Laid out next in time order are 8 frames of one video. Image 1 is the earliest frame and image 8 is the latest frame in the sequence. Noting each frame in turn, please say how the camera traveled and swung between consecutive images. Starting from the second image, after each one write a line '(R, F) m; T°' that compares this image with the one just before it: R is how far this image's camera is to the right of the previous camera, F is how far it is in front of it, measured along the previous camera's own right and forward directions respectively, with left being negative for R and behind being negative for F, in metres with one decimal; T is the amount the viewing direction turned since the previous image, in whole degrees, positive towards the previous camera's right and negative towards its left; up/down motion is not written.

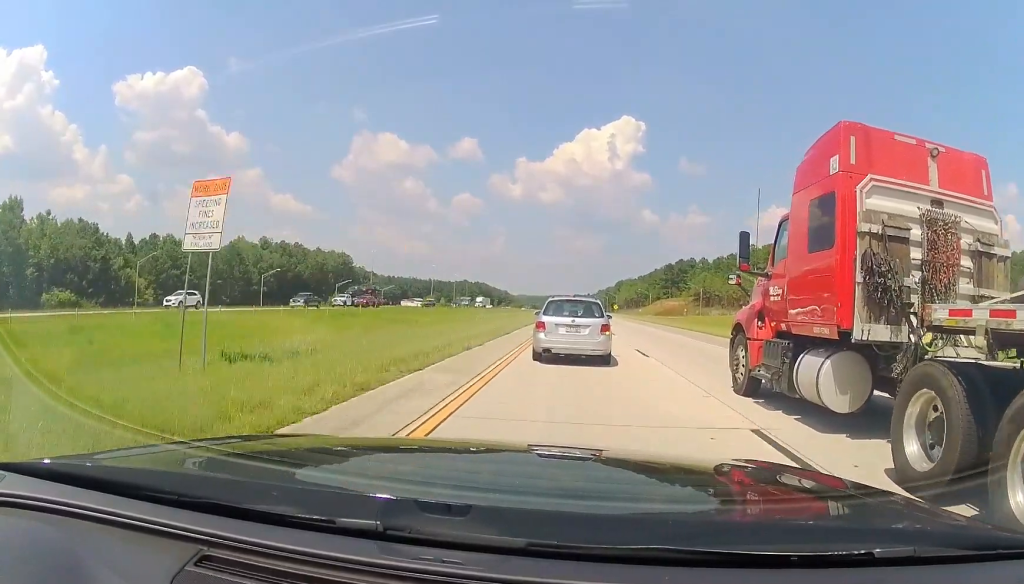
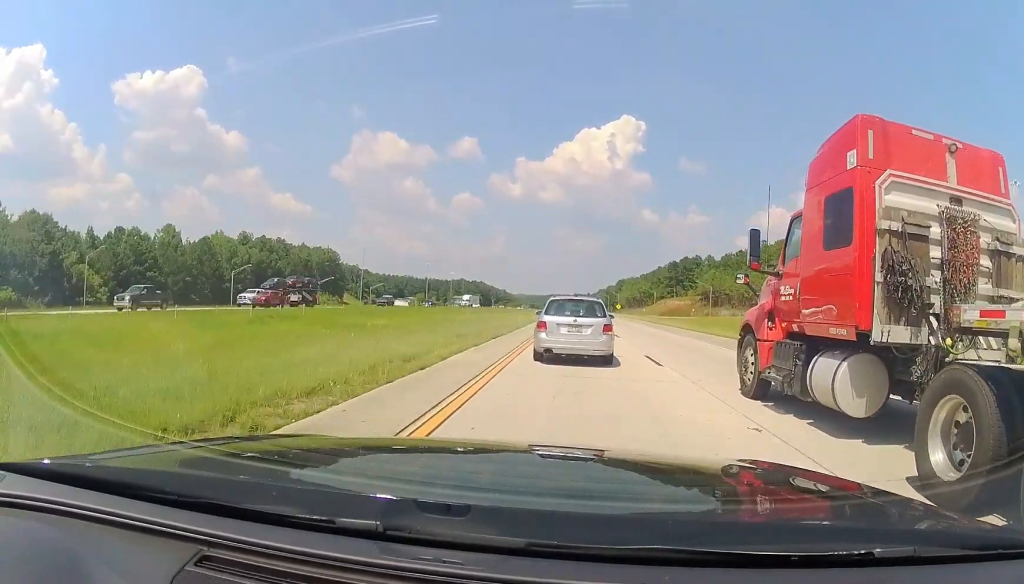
(-0.1, +14.2) m; +1°
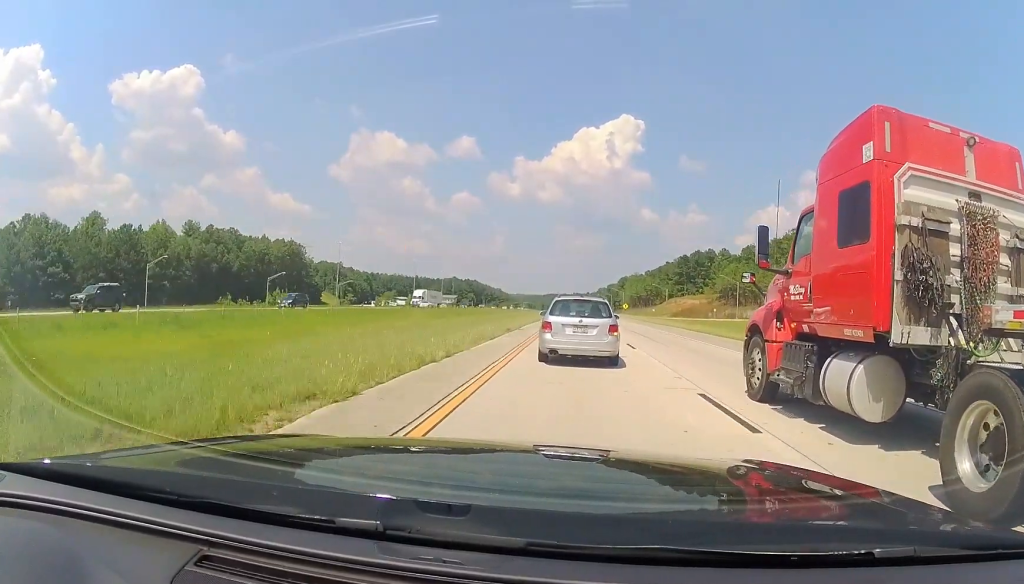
(+0.6, +31.3) m; +2°
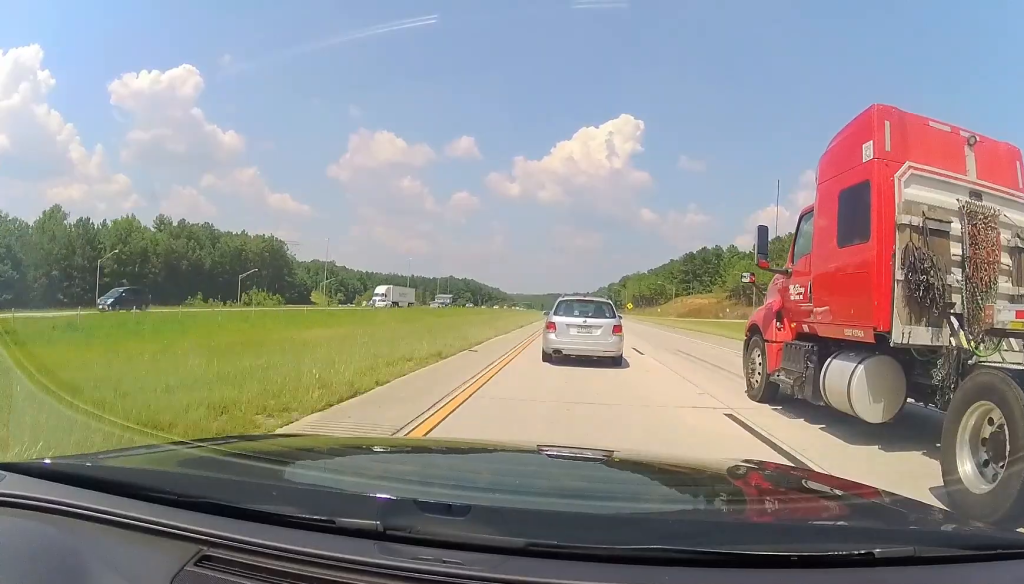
(+0.1, +14.1) m; 0°
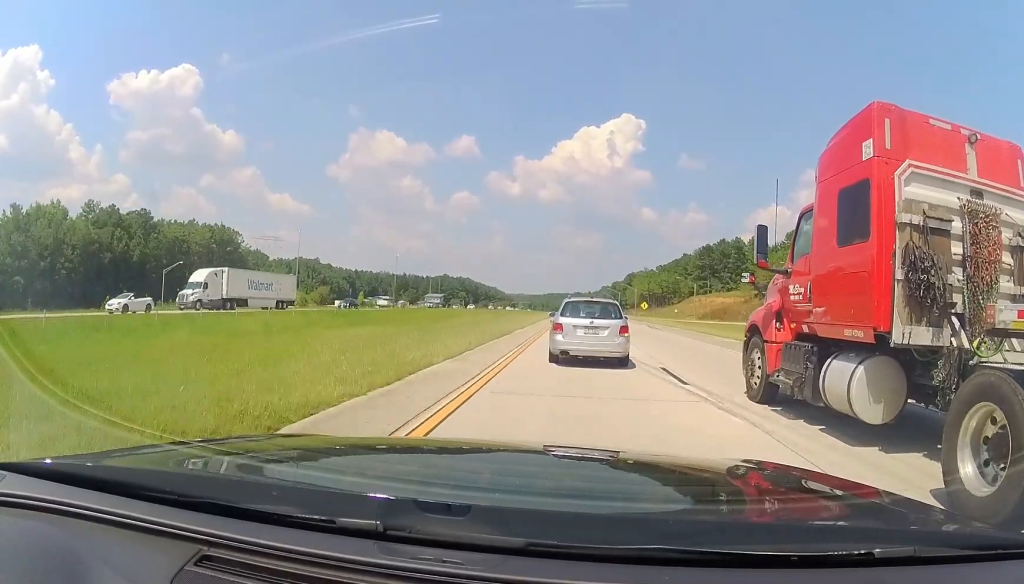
(-0.1, +30.3) m; -1°
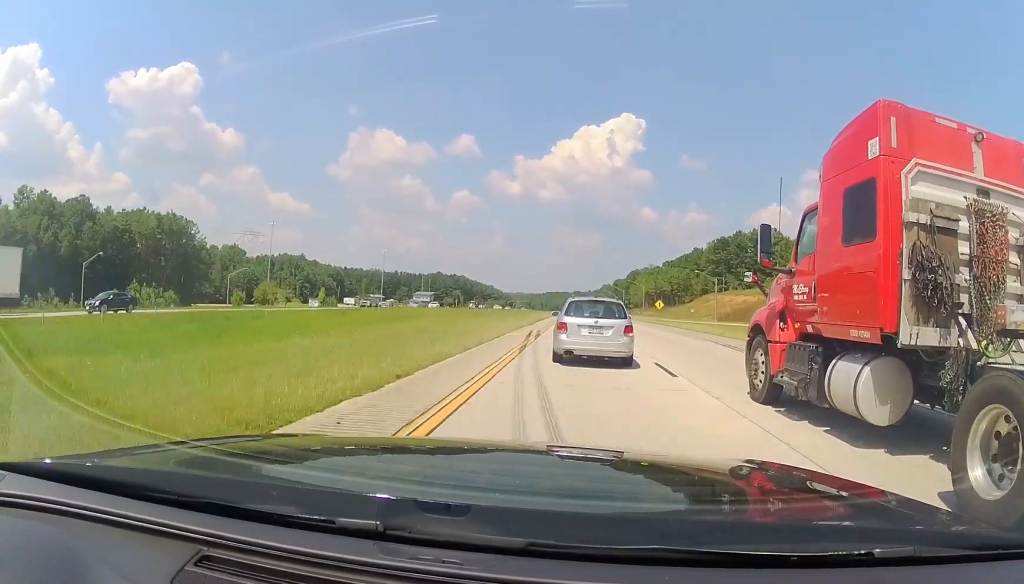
(-0.2, +23.4) m; -1°
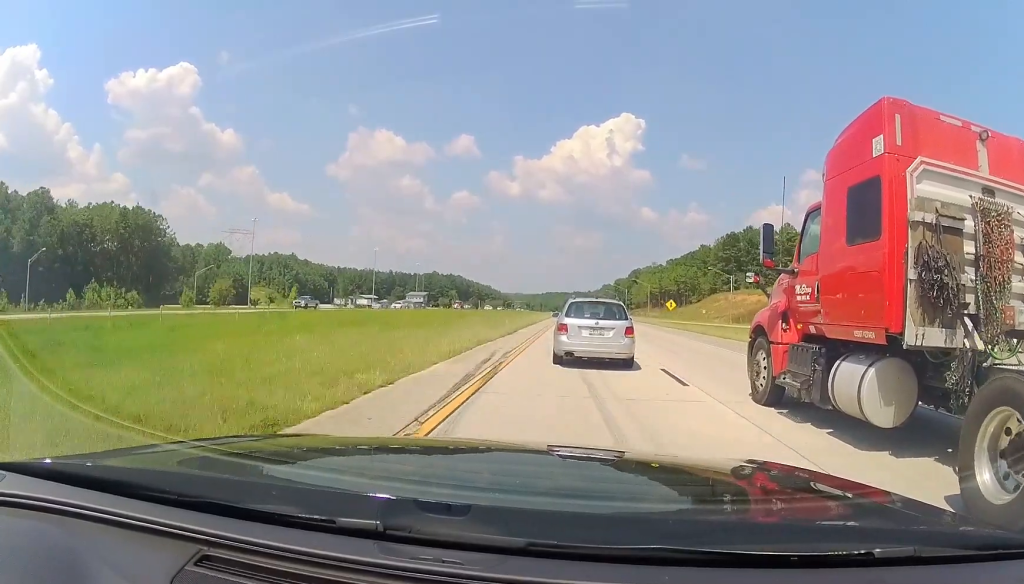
(-0.1, +13.3) m; 0°
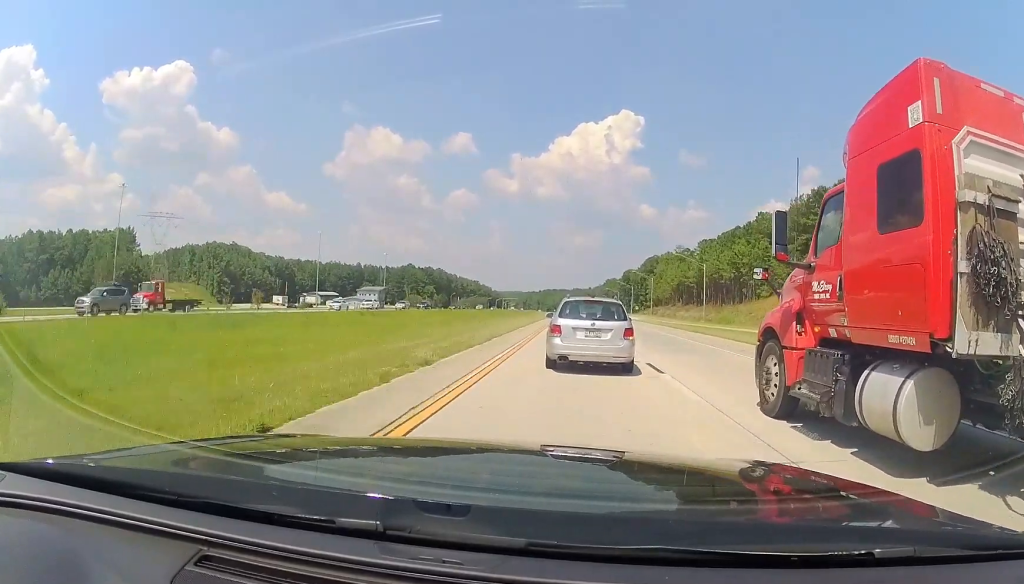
(-0.3, +70.5) m; 0°
